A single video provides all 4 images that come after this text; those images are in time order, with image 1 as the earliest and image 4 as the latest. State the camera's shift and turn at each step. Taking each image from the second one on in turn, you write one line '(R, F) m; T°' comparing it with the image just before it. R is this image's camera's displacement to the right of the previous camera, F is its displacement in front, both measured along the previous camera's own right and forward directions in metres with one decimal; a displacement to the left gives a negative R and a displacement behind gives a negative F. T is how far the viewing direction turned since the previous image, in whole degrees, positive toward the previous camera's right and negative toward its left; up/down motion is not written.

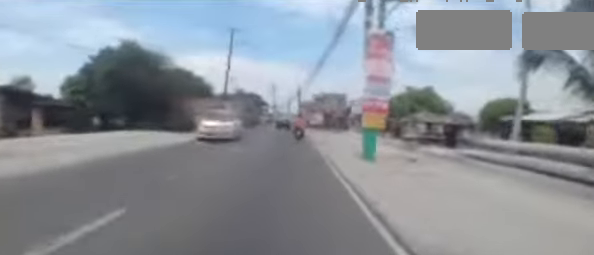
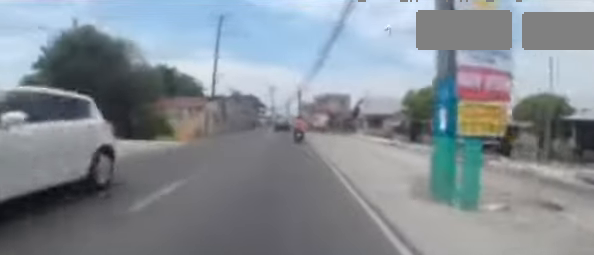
(-0.1, +5.7) m; +1°
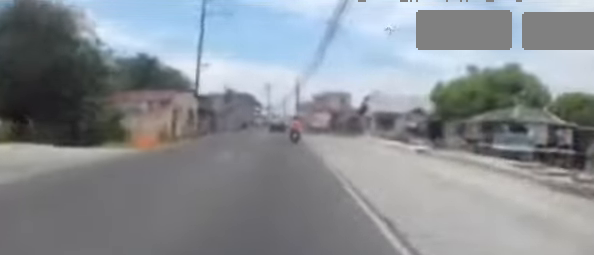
(+0.2, +5.3) m; +2°
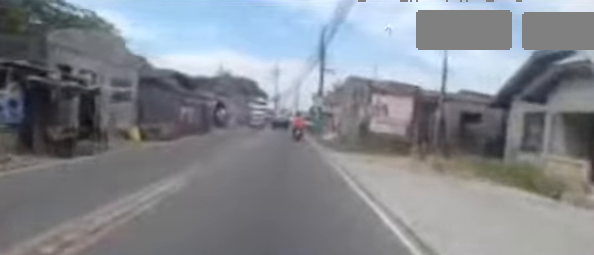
(+0.5, +22.8) m; +1°
